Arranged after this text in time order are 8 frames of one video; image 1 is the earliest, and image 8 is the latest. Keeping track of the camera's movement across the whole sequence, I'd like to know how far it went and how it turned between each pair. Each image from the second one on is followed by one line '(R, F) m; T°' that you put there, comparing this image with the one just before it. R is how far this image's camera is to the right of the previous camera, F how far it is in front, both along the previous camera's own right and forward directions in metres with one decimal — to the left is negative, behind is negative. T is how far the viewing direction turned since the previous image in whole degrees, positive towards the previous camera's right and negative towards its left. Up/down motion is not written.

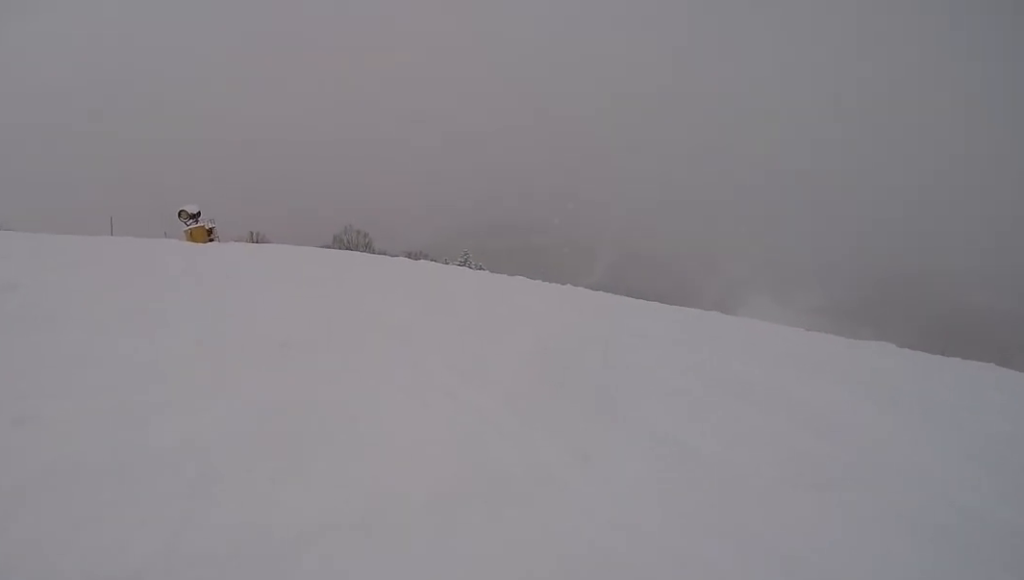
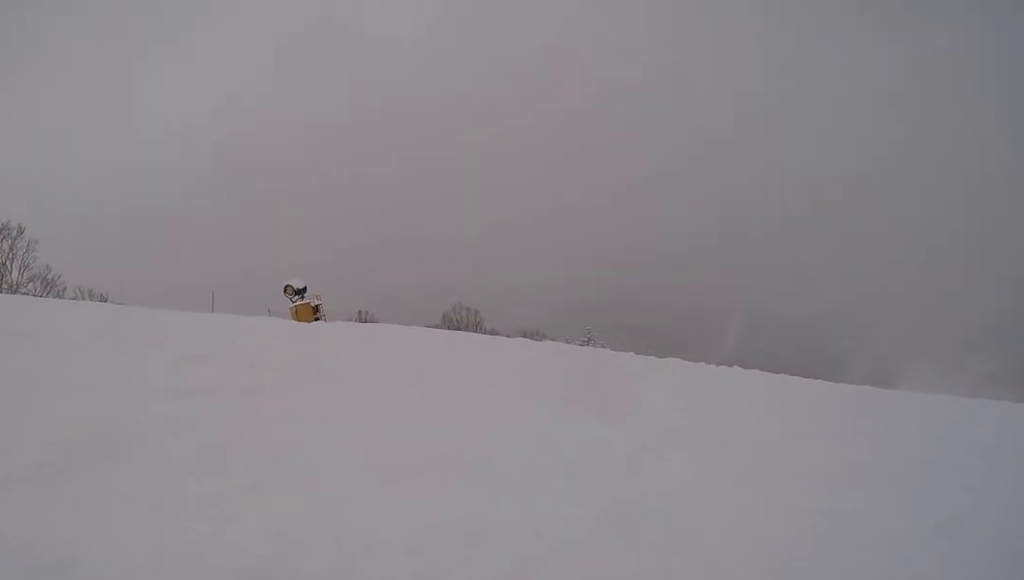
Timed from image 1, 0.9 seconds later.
(-0.3, +3.5) m; -15°
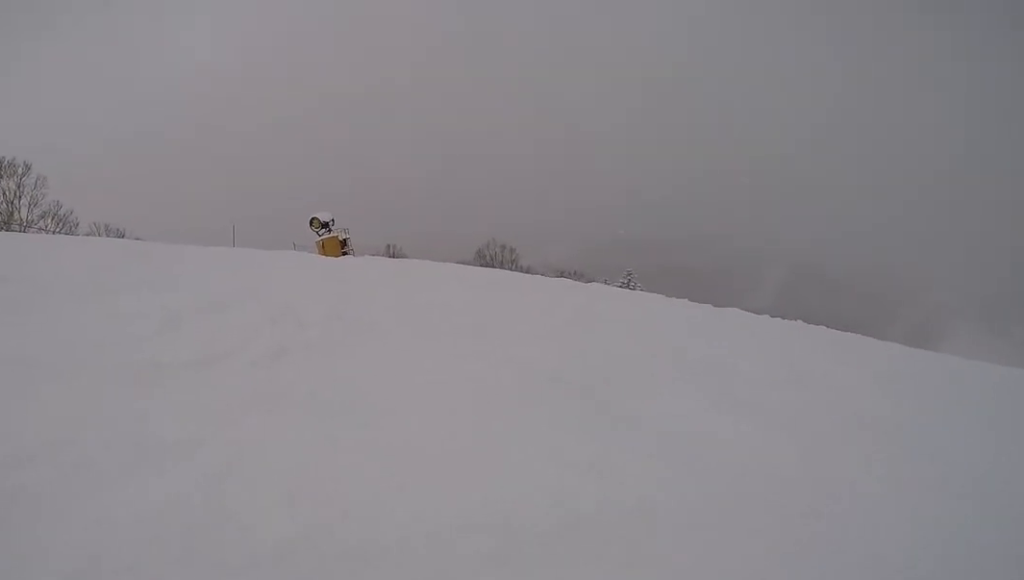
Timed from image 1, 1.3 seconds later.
(-0.1, +1.6) m; -8°
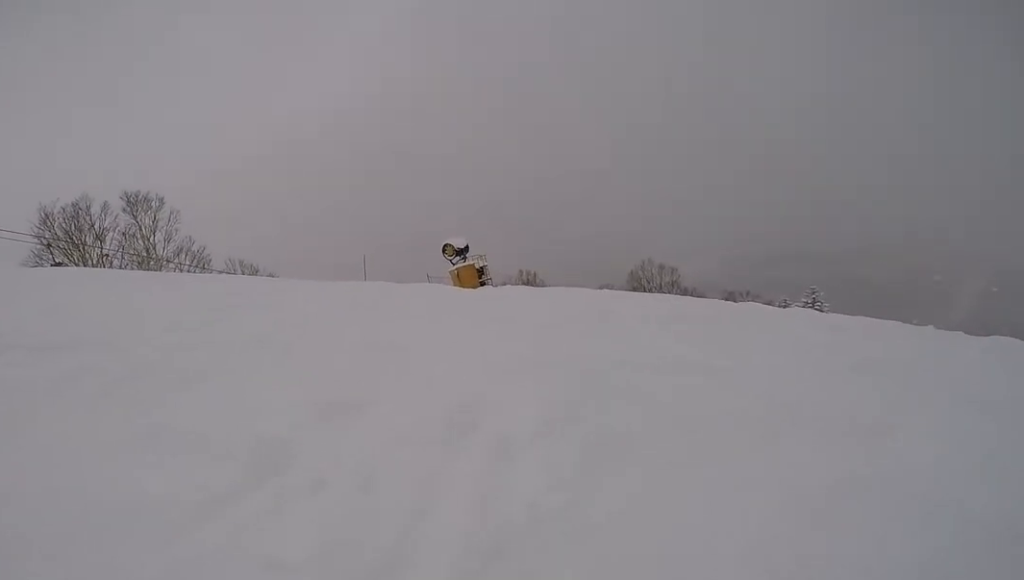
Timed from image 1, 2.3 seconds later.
(-0.7, +3.7) m; -15°
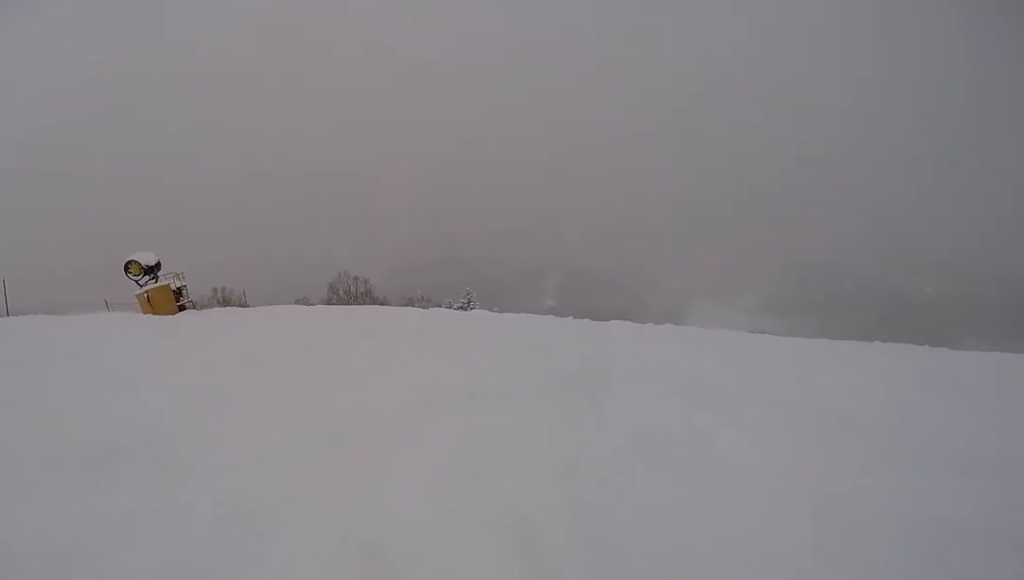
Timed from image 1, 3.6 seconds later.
(-0.2, +3.8) m; +9°
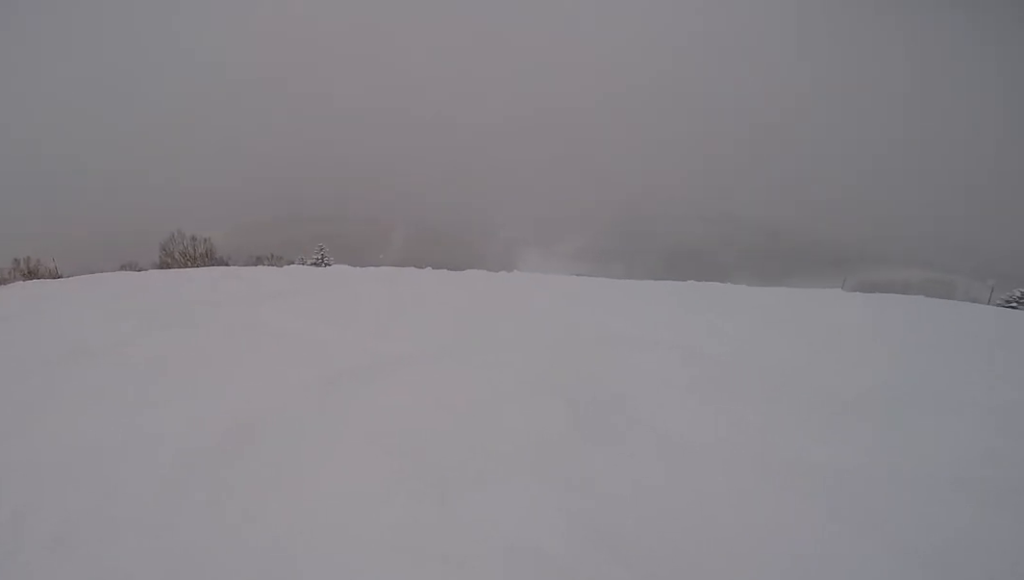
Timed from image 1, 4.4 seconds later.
(+0.2, +2.1) m; +24°
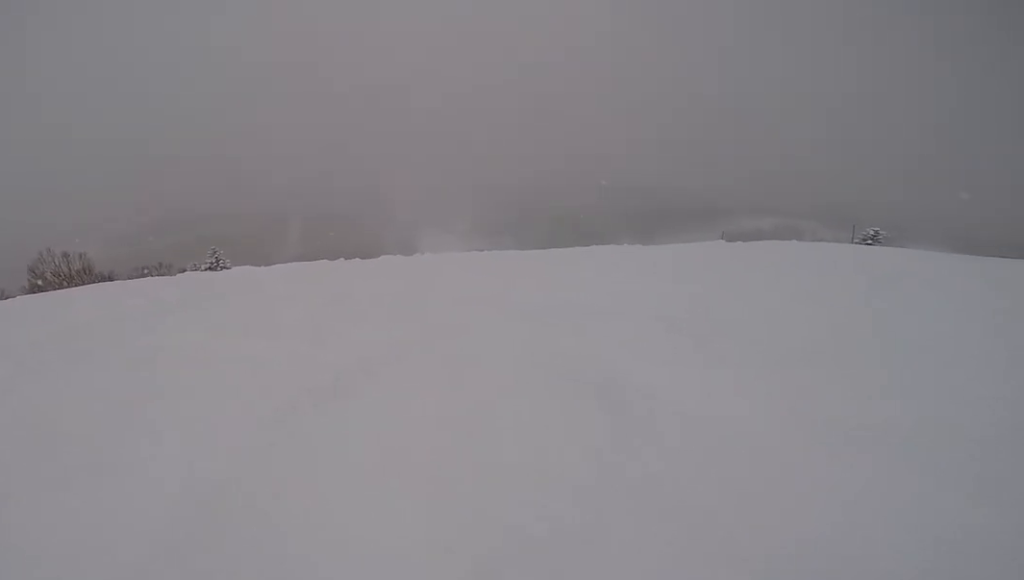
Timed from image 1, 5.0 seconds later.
(+0.1, +1.8) m; +28°
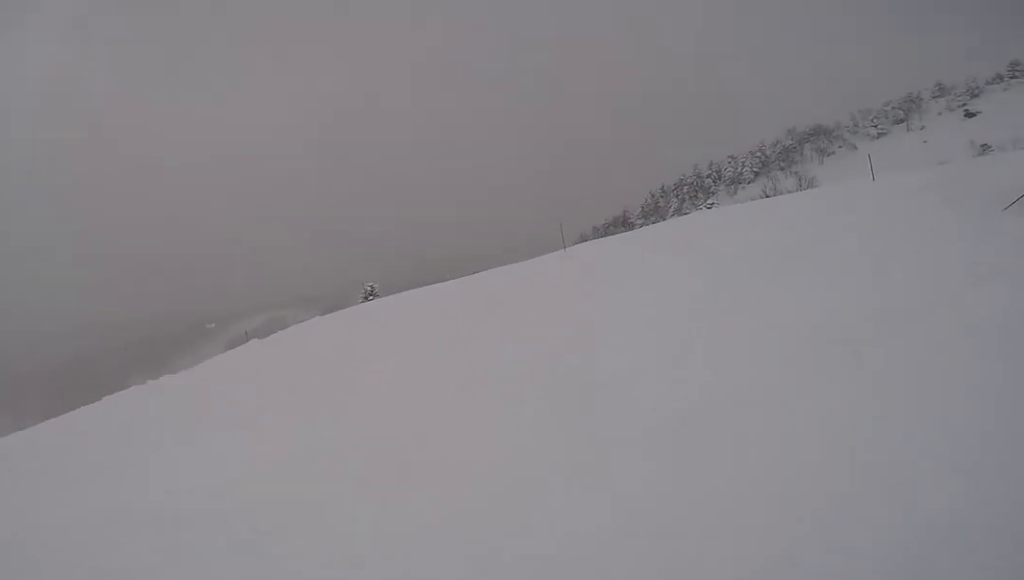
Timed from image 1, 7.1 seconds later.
(+4.8, +3.5) m; +67°
